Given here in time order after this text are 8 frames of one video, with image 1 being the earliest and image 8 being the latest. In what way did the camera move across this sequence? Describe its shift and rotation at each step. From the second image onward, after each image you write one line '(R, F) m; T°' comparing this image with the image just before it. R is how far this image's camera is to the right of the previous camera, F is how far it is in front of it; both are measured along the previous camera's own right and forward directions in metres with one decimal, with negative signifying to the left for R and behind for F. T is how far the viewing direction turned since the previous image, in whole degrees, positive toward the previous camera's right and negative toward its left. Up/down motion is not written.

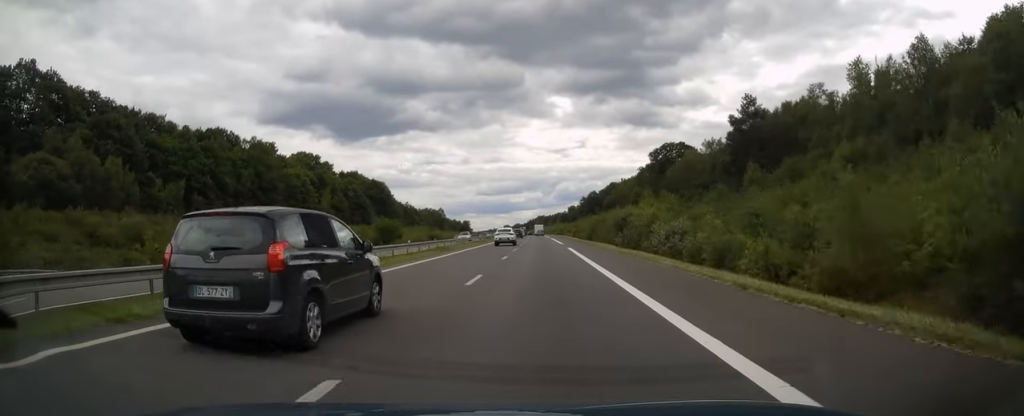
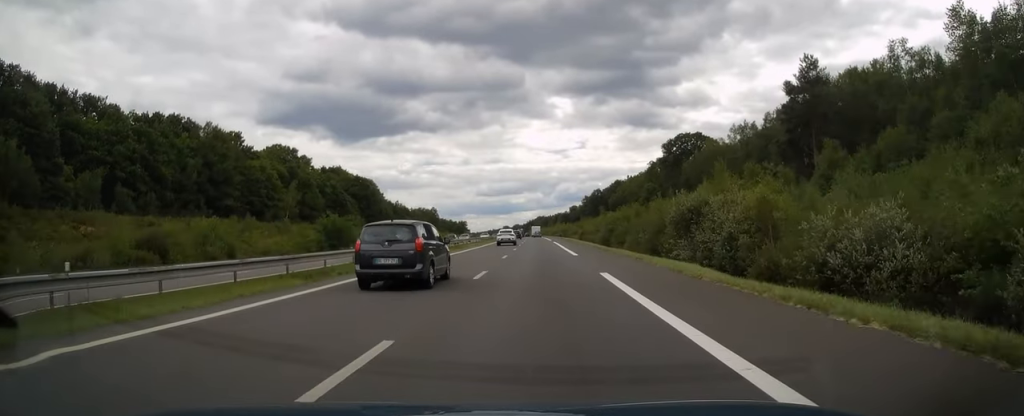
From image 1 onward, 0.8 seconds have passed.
(0.0, +23.6) m; 0°
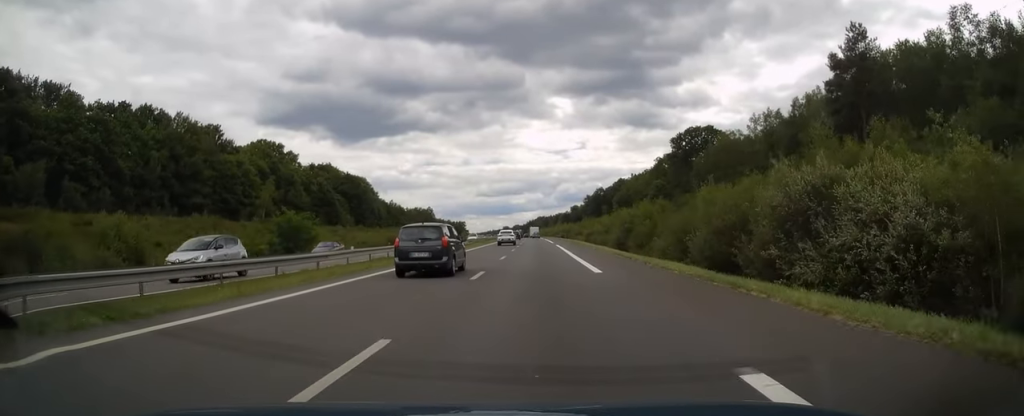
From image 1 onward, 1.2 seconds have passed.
(0.0, +12.8) m; 0°
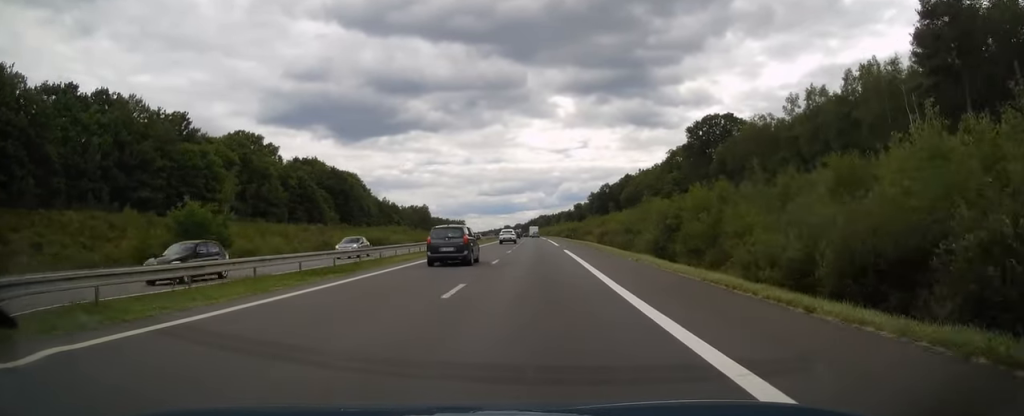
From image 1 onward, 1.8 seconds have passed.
(-0.1, +17.7) m; 0°
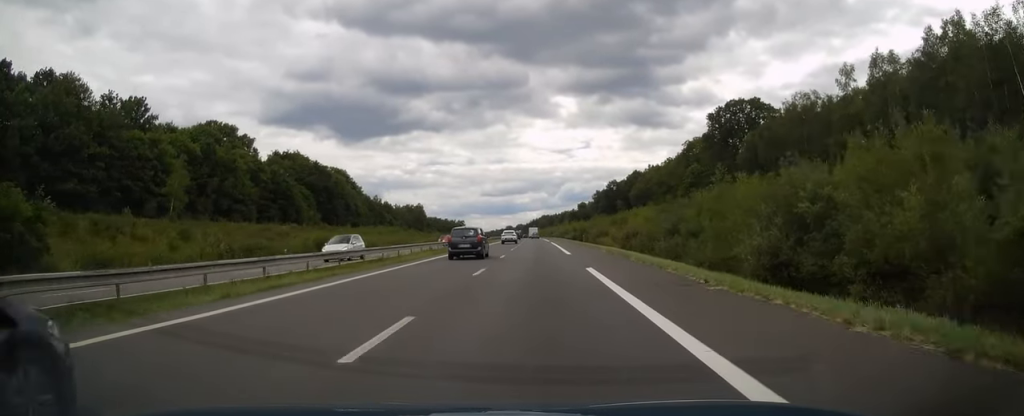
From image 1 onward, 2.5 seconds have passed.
(0.0, +19.1) m; 0°
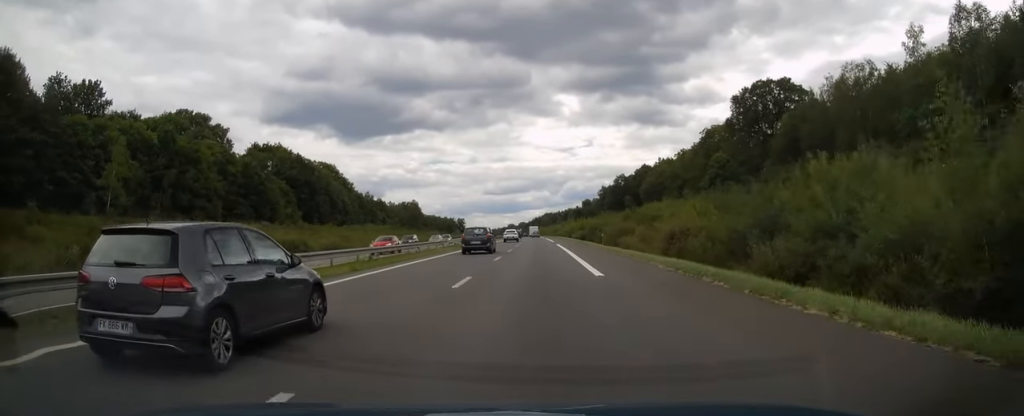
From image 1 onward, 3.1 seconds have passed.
(0.0, +17.1) m; 0°
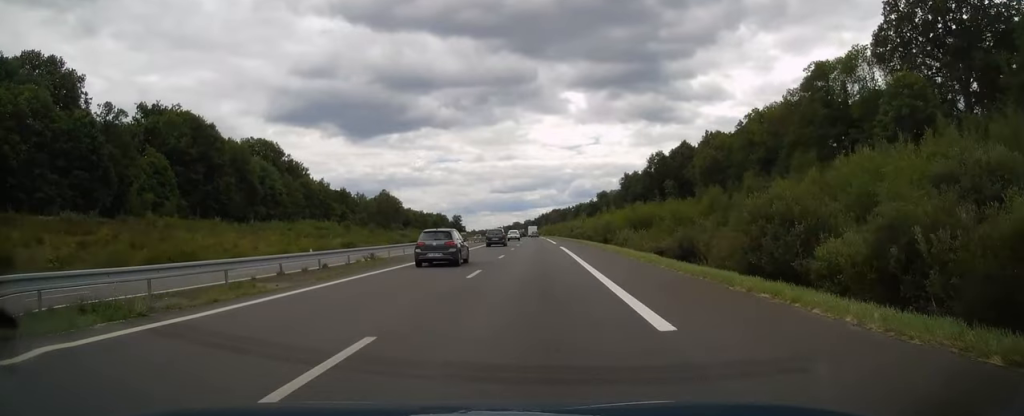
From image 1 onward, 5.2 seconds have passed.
(-0.4, +61.6) m; -1°
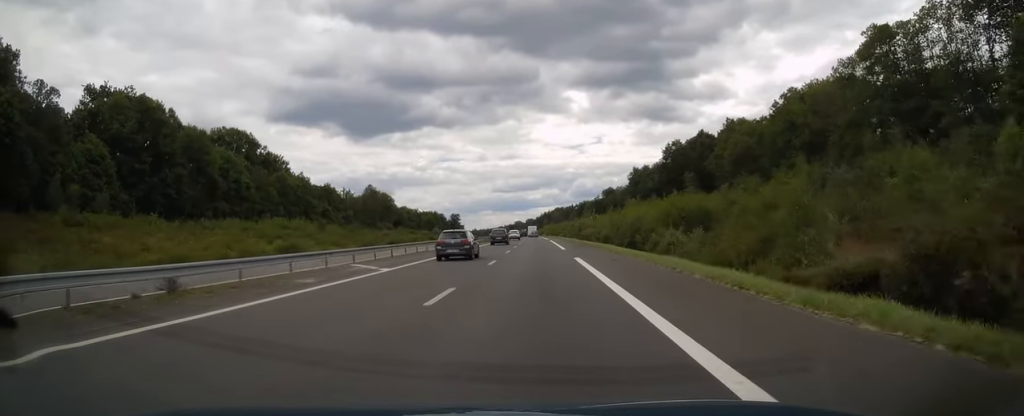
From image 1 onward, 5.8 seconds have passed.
(-0.1, +19.2) m; 0°
